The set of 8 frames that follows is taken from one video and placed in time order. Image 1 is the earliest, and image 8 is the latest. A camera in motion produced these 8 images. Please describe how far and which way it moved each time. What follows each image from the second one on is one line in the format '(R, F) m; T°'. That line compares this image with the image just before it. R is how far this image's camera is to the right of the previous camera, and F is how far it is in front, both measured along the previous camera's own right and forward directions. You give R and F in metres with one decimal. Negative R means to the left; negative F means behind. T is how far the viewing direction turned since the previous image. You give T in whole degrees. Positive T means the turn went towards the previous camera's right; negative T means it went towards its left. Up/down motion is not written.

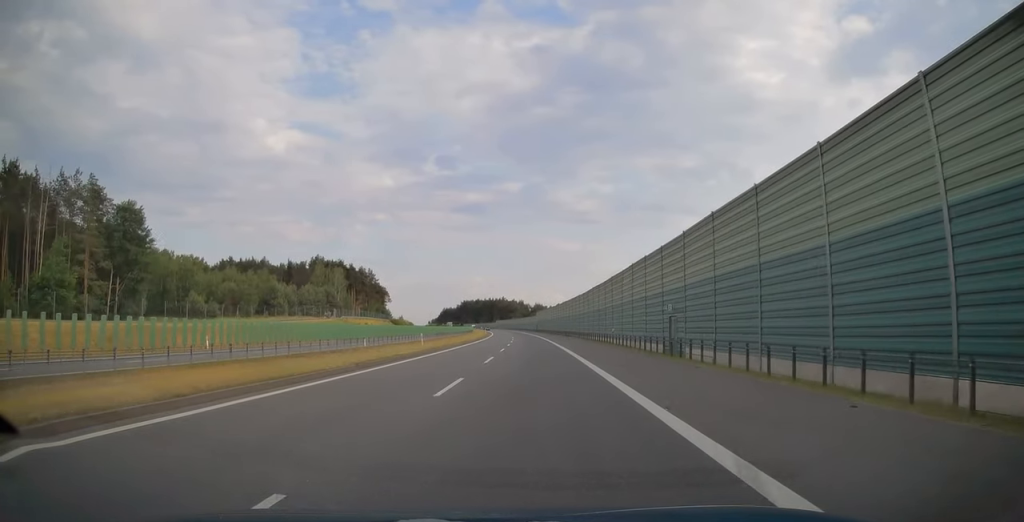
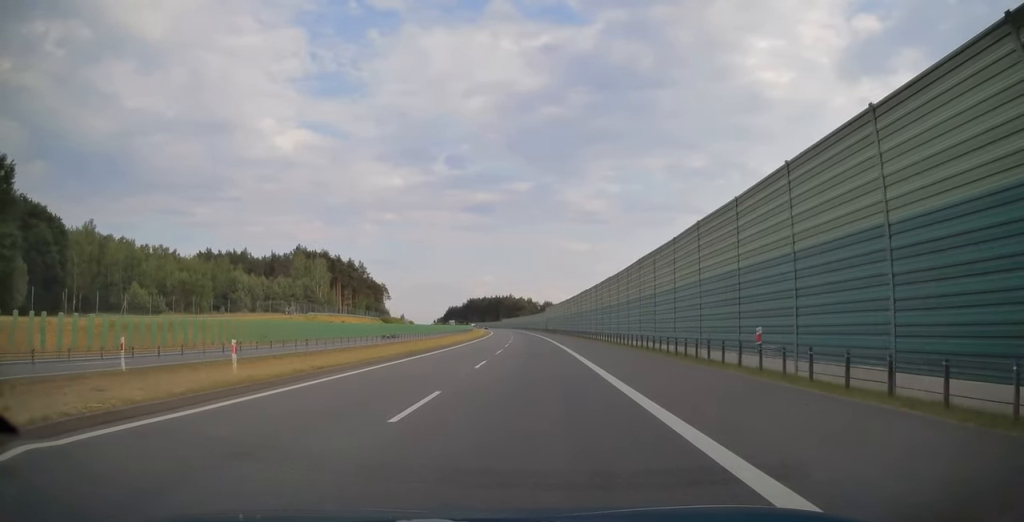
(-0.4, +27.8) m; -1°
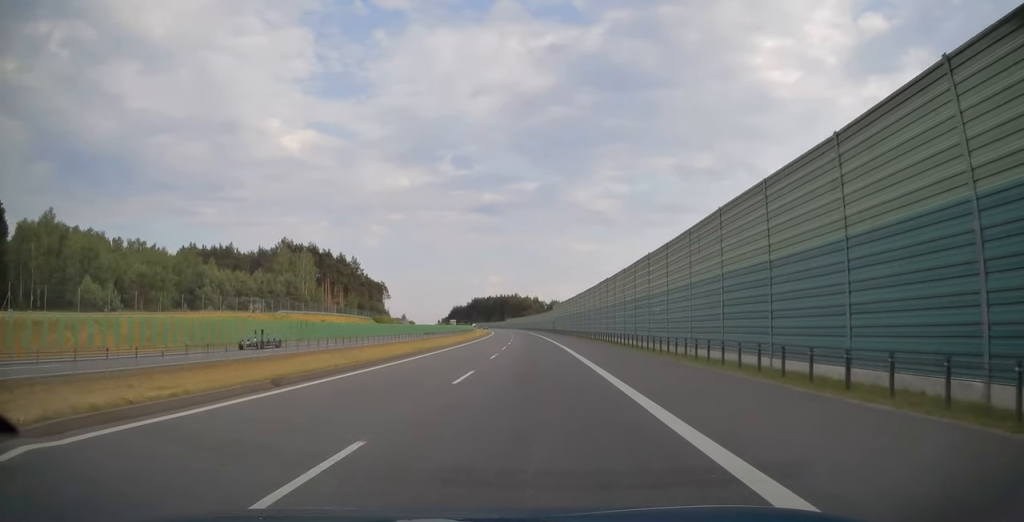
(-0.1, +18.0) m; -1°
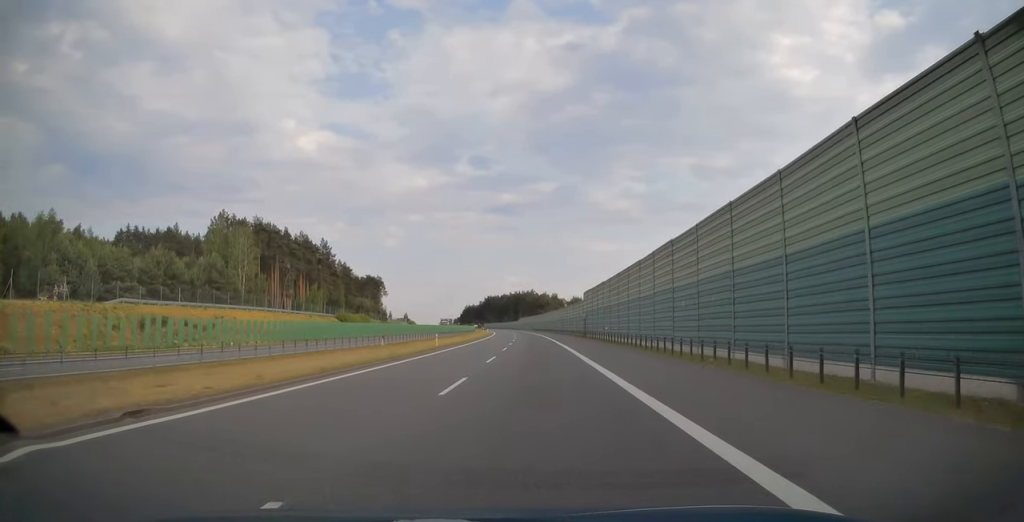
(-0.6, +50.6) m; -2°
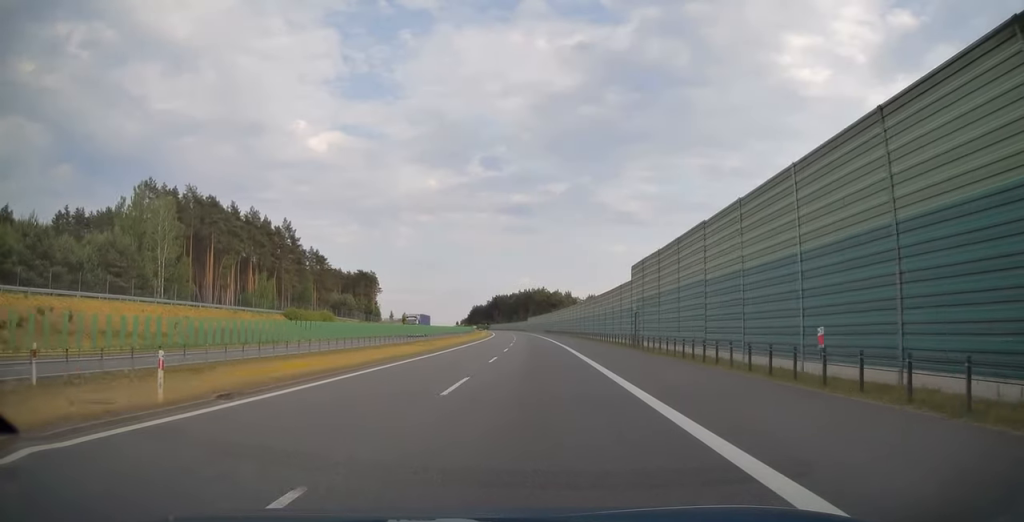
(-0.4, +35.9) m; -1°
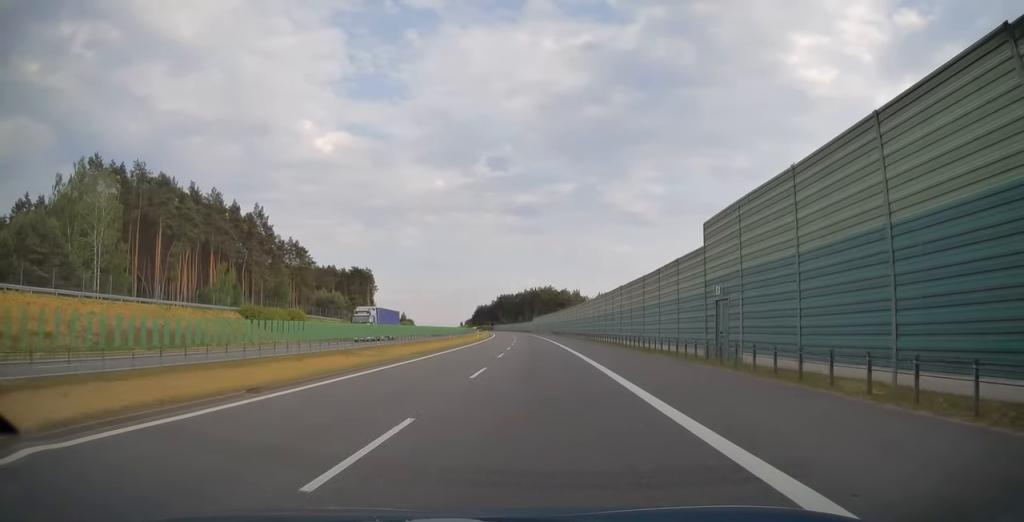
(-0.1, +19.6) m; 0°
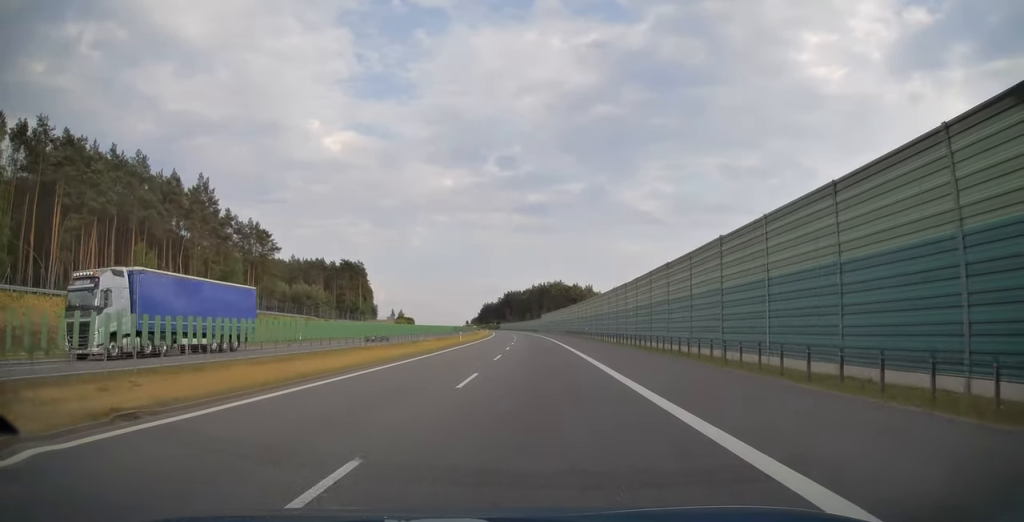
(-0.2, +27.2) m; -1°
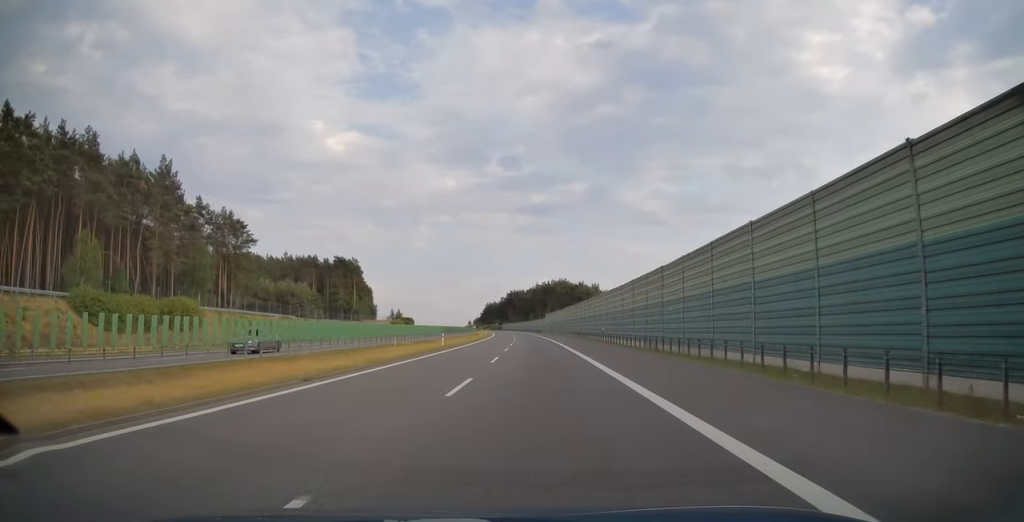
(0.0, +13.6) m; 0°
